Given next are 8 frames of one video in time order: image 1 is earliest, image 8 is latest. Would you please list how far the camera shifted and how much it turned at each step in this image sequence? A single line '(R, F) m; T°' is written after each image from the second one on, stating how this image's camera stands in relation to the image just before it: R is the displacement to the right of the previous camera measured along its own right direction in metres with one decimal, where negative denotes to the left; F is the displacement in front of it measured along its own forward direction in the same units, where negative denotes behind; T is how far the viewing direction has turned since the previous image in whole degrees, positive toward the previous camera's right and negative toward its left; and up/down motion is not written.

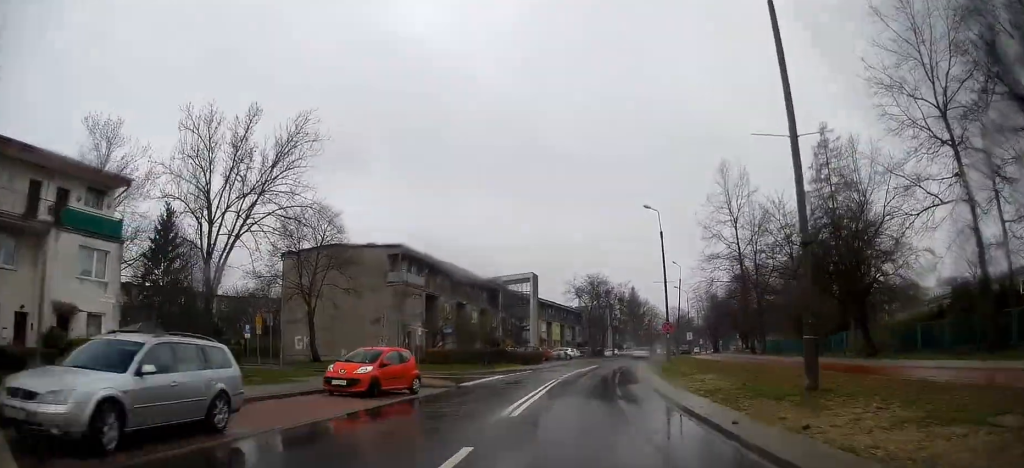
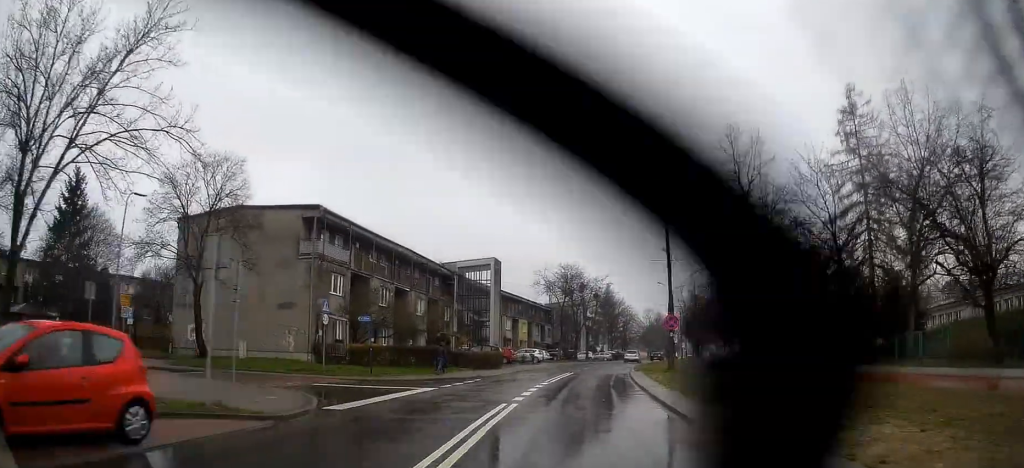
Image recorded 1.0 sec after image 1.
(+0.4, +12.5) m; +3°
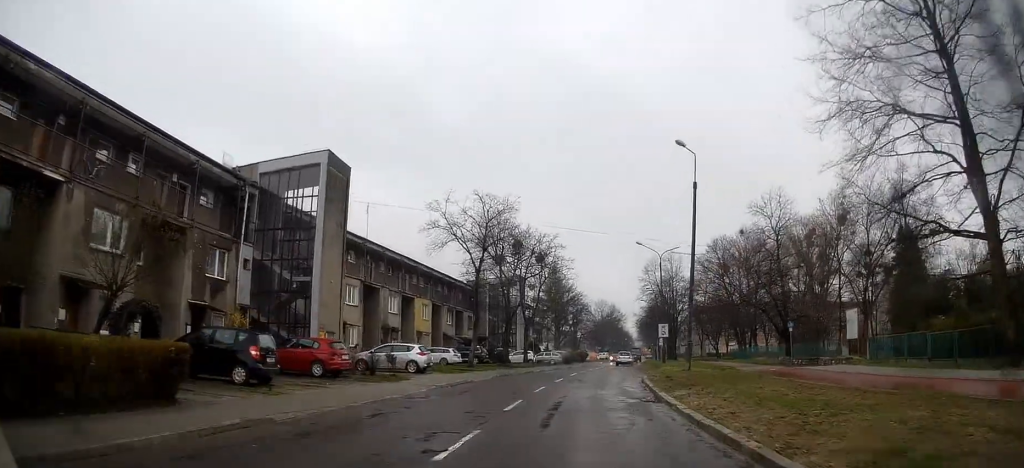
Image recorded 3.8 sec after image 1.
(+1.8, +34.3) m; +5°
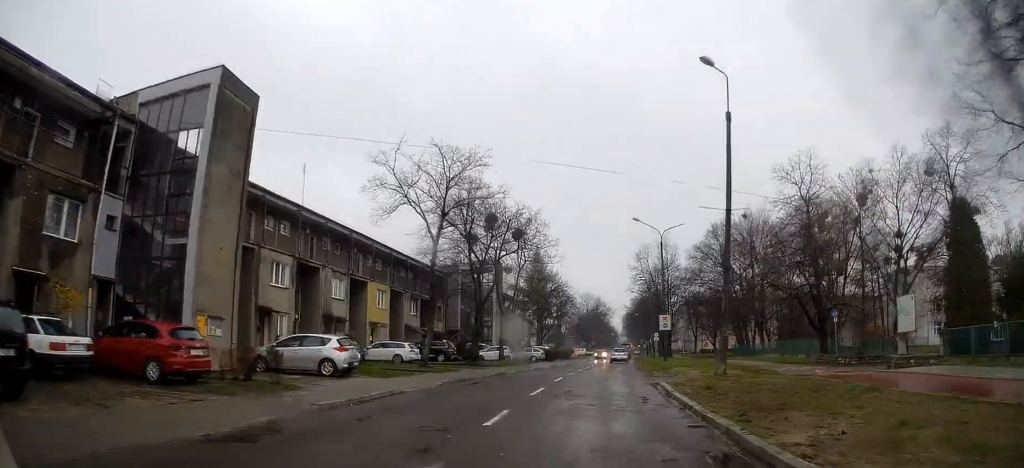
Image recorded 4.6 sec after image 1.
(+0.1, +9.5) m; +1°
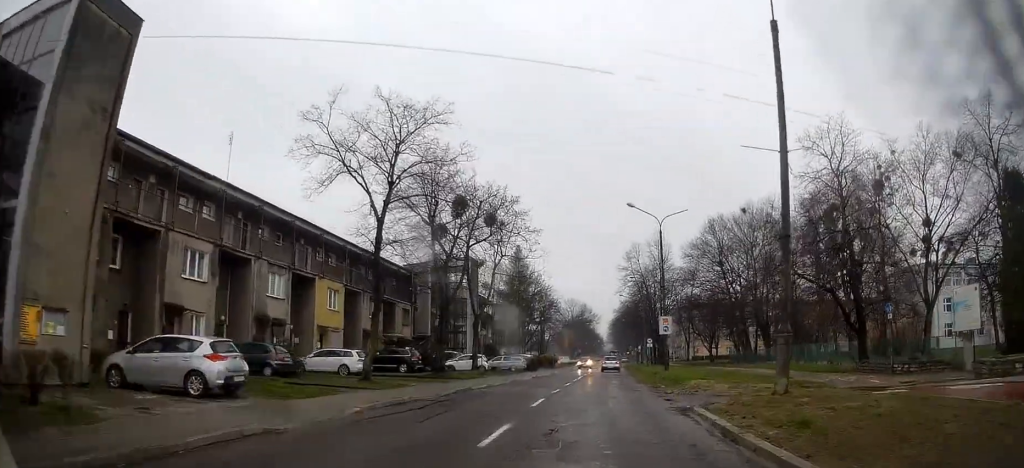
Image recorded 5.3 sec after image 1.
(0.0, +7.5) m; +1°
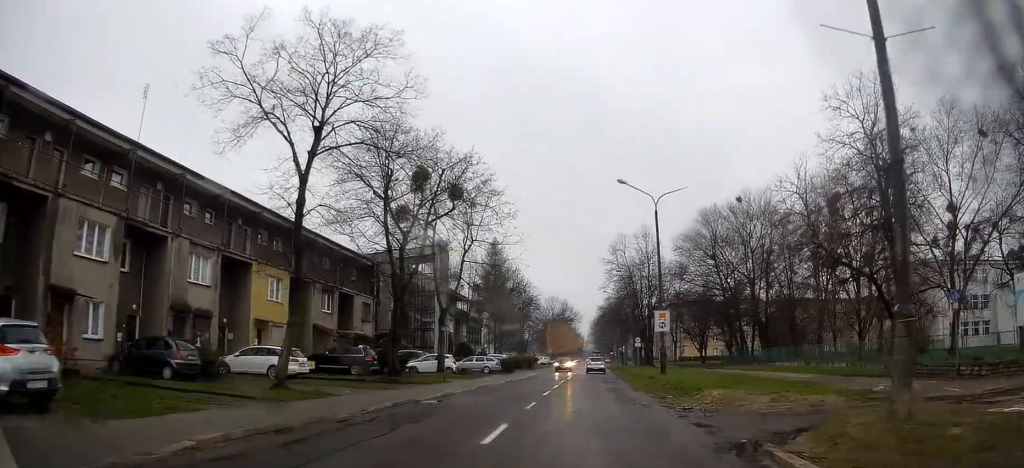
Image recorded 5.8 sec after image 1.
(+0.1, +6.2) m; +1°
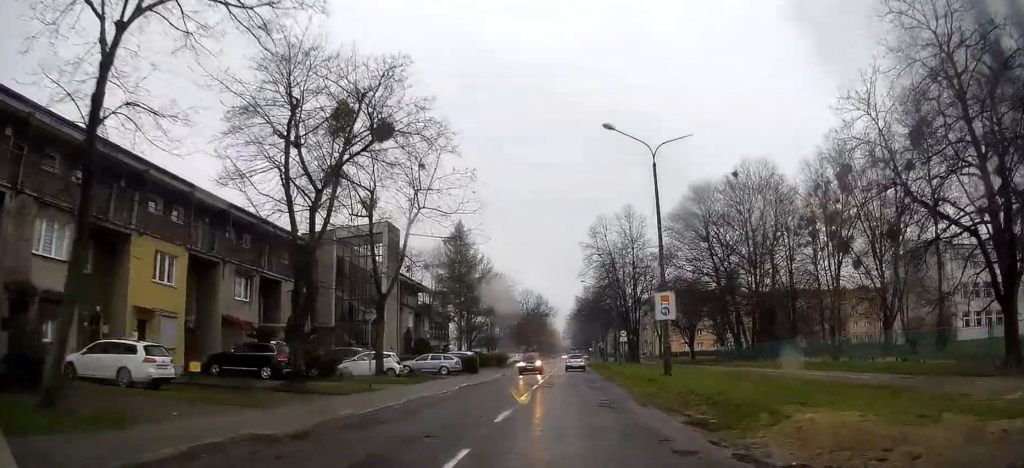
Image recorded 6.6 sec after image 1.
(+0.1, +8.9) m; +2°
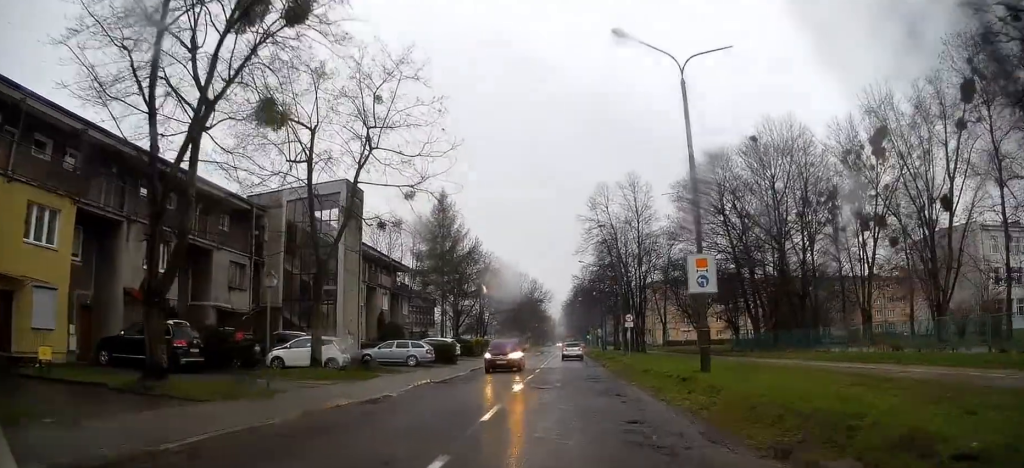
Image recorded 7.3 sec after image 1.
(+0.1, +8.1) m; +2°
